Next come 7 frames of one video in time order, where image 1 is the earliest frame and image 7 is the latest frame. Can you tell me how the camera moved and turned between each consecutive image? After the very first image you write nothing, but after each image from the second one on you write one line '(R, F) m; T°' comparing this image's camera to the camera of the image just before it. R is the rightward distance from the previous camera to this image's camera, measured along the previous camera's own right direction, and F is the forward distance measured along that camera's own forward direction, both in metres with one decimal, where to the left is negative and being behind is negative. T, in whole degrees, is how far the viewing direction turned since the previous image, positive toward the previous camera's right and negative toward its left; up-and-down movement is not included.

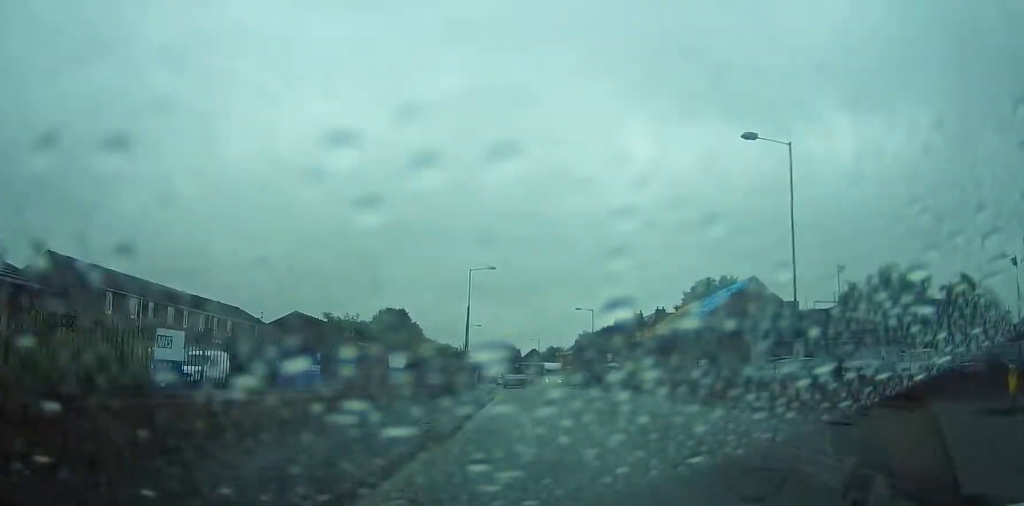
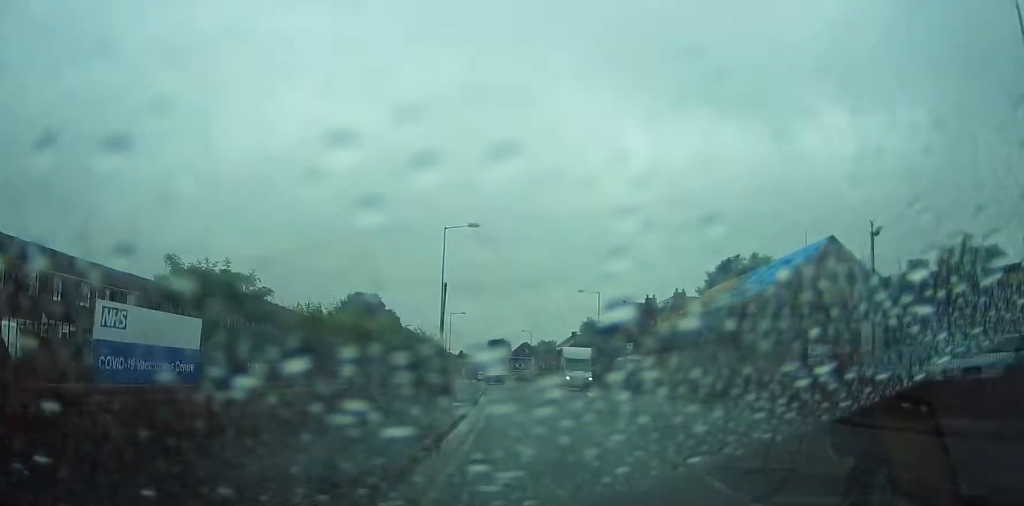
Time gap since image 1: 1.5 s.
(0.0, +16.2) m; 0°
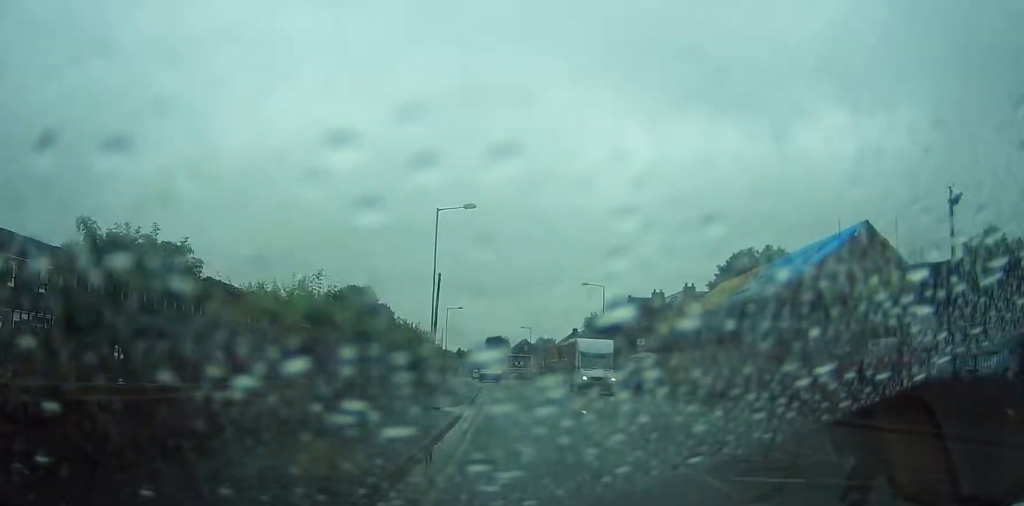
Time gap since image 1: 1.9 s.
(0.0, +4.7) m; +1°
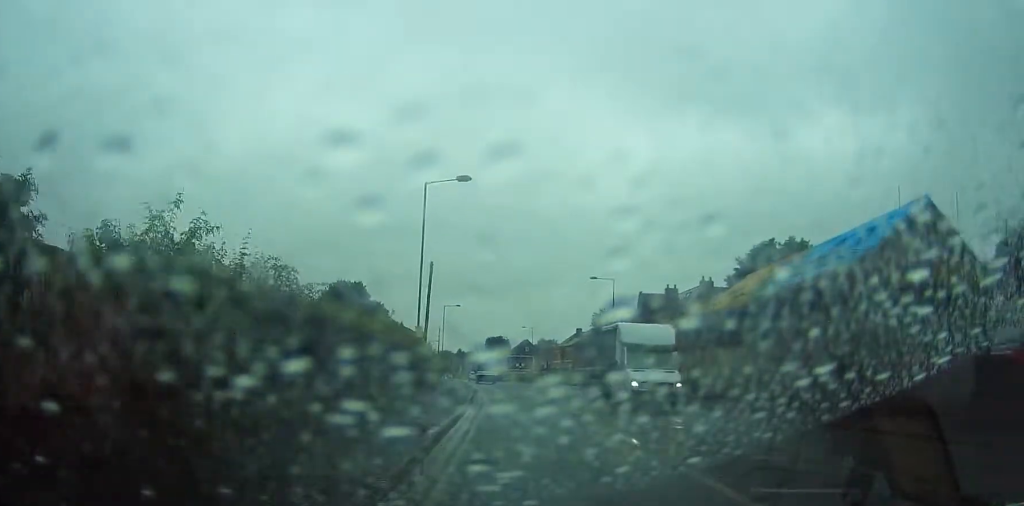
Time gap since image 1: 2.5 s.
(-0.1, +6.4) m; +1°
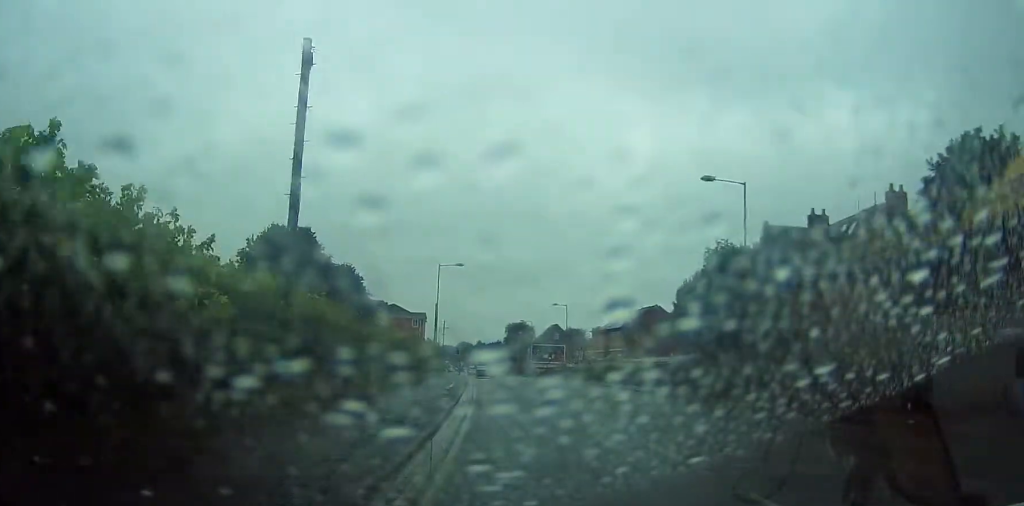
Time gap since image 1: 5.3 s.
(-0.3, +32.7) m; -4°
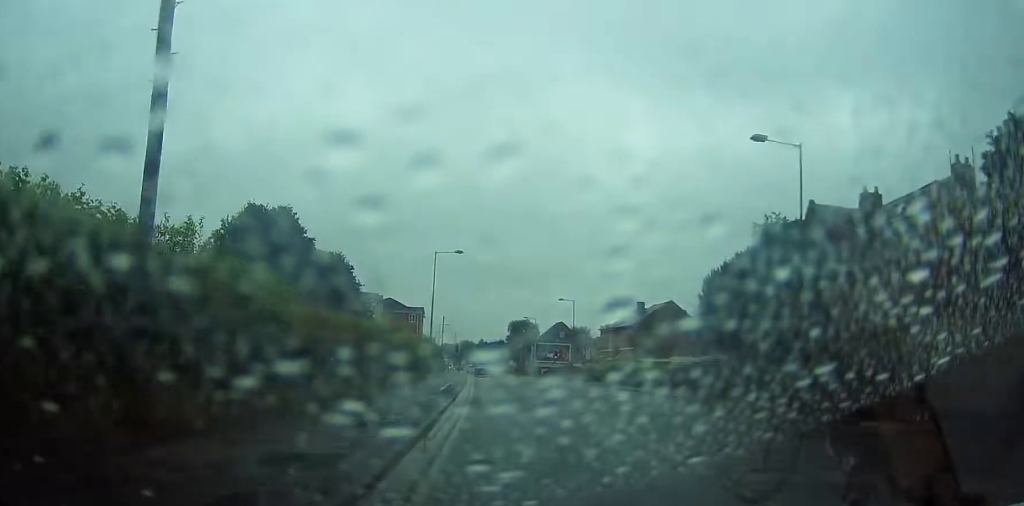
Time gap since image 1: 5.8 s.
(-0.1, +6.3) m; -1°
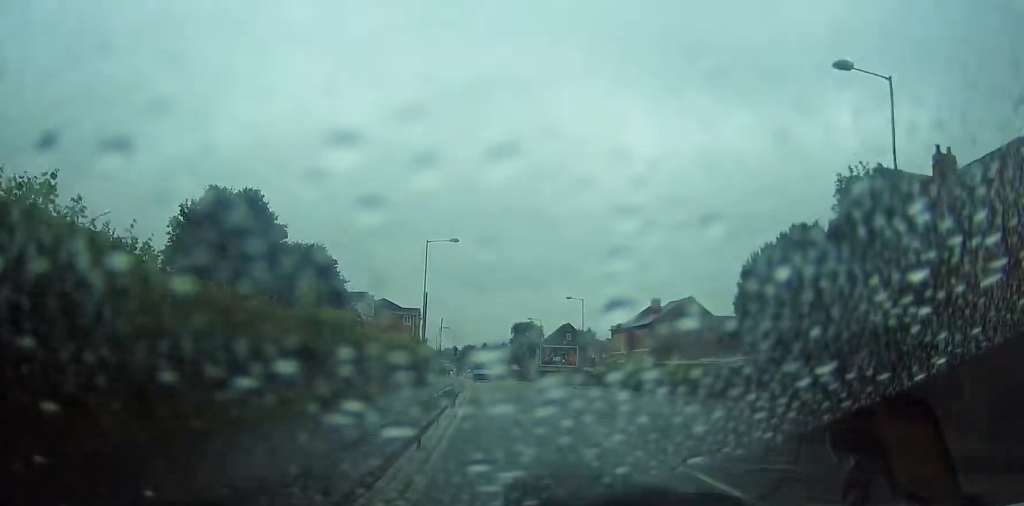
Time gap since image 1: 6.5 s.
(-0.4, +7.4) m; 0°
